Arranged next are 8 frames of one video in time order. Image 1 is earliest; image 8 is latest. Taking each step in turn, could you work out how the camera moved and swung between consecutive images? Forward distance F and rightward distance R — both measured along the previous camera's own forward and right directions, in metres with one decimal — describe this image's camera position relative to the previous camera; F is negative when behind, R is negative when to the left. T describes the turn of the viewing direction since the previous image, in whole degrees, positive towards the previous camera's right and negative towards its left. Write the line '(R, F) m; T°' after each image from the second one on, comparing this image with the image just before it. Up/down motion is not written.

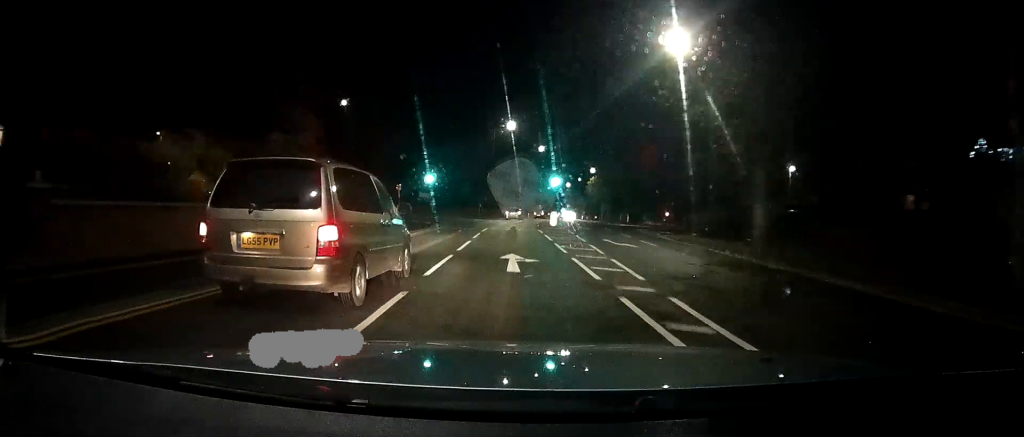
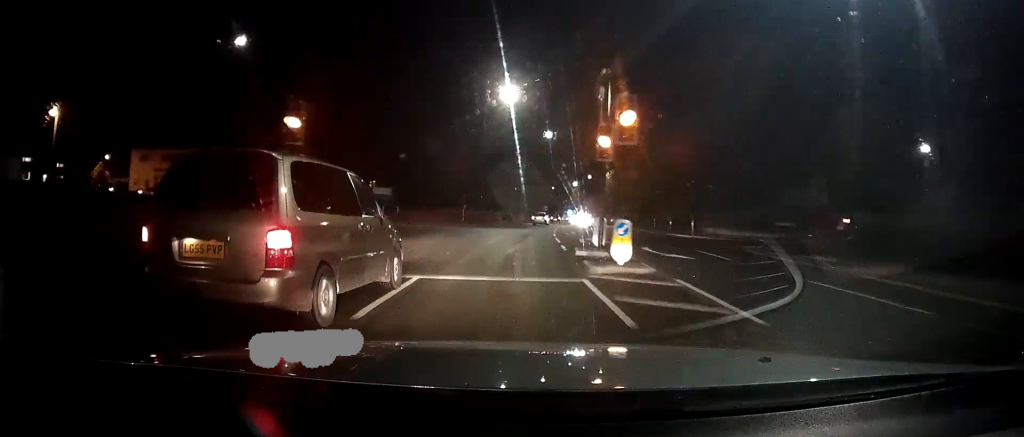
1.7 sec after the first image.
(0.0, +21.6) m; 0°
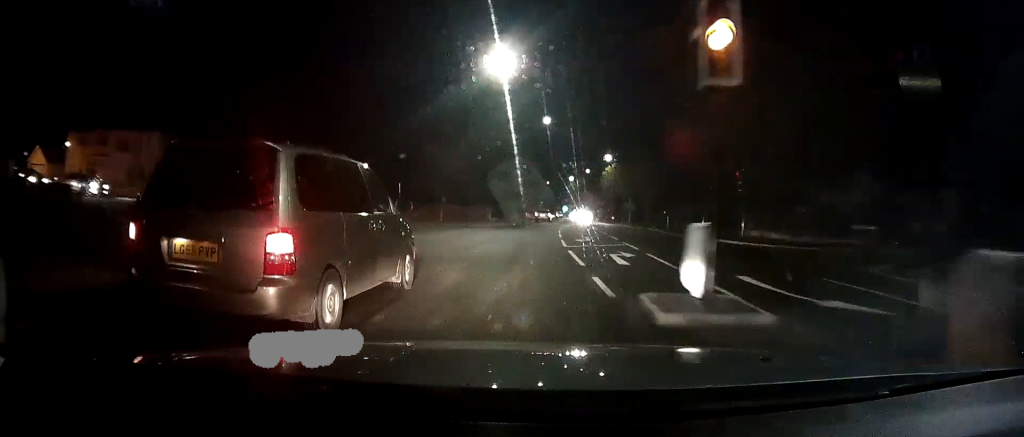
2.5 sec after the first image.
(0.0, +9.8) m; 0°
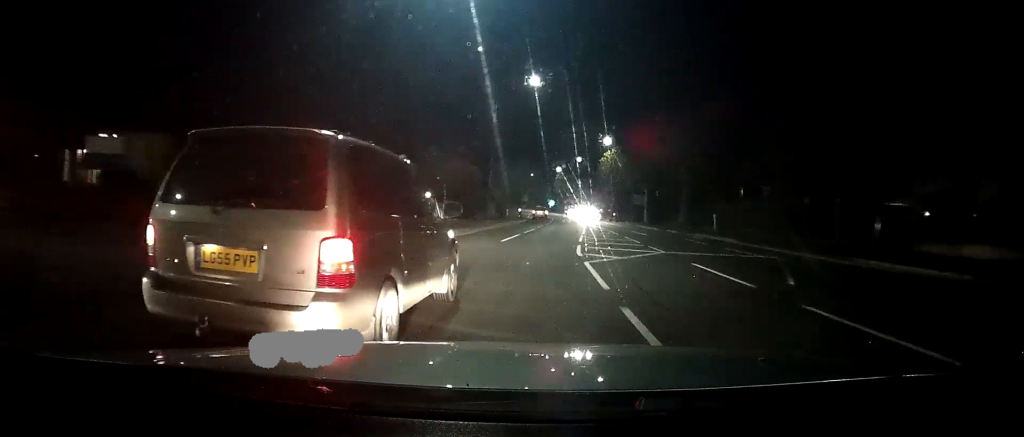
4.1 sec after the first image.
(+0.1, +20.6) m; +1°
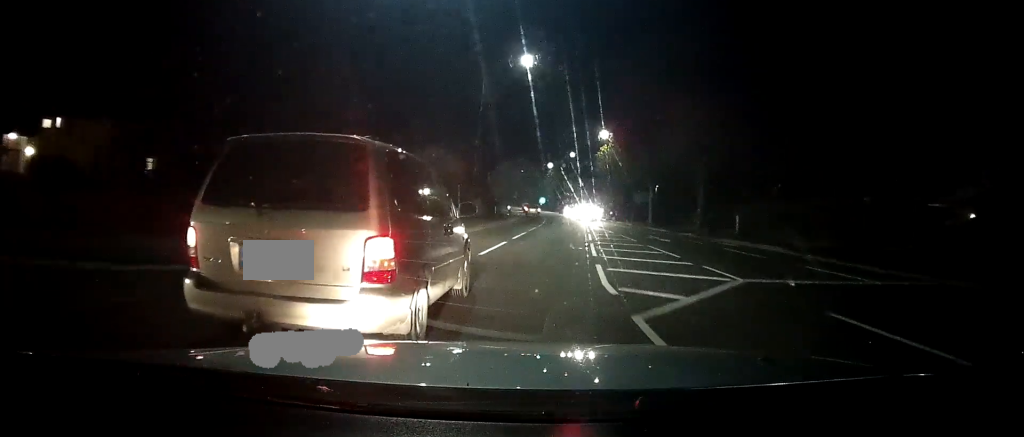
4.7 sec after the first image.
(0.0, +6.7) m; +1°
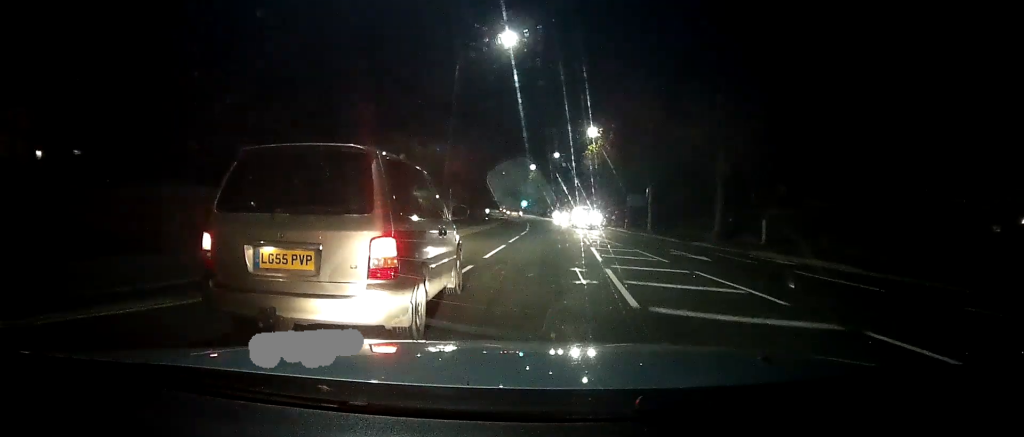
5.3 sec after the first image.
(0.0, +7.0) m; +1°
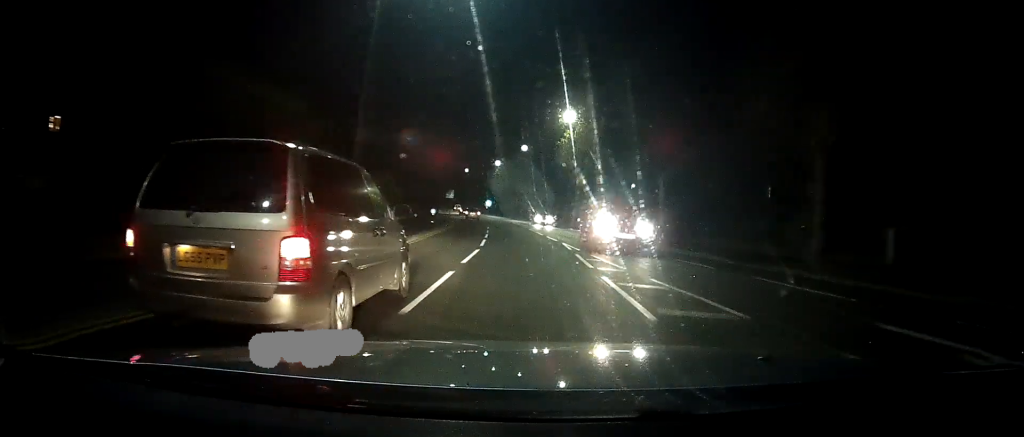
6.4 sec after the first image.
(+0.4, +13.3) m; +2°
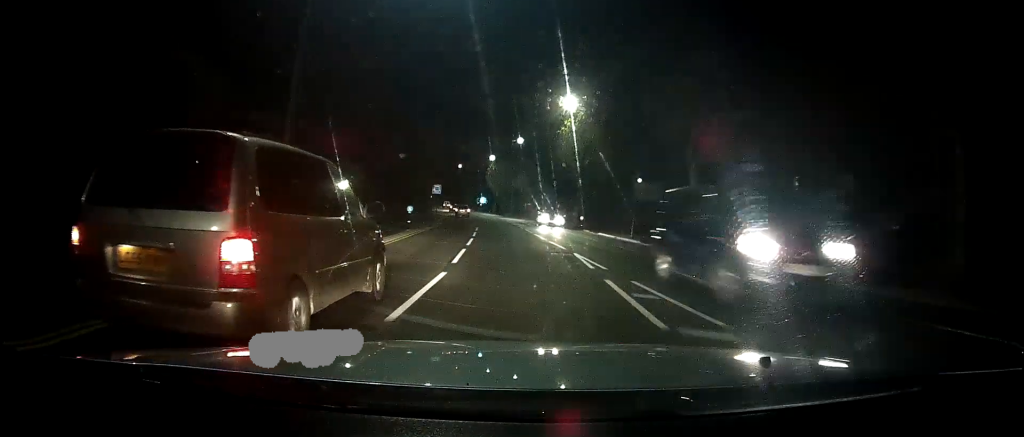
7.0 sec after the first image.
(0.0, +6.4) m; +1°
